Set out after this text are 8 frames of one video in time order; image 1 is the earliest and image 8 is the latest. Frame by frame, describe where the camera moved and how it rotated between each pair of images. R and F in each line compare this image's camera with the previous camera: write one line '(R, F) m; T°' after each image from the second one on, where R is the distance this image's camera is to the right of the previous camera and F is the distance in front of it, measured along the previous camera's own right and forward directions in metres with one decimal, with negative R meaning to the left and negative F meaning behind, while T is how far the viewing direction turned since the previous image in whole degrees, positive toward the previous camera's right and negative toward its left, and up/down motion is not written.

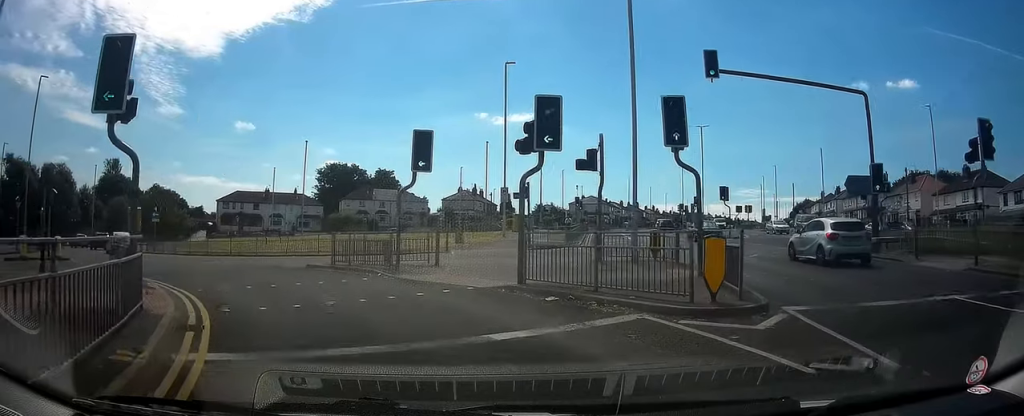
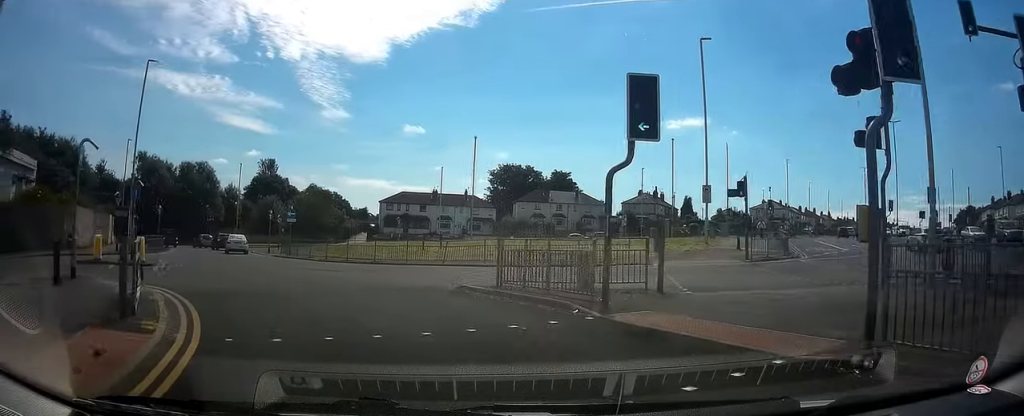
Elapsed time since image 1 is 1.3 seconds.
(0.0, +7.1) m; 0°
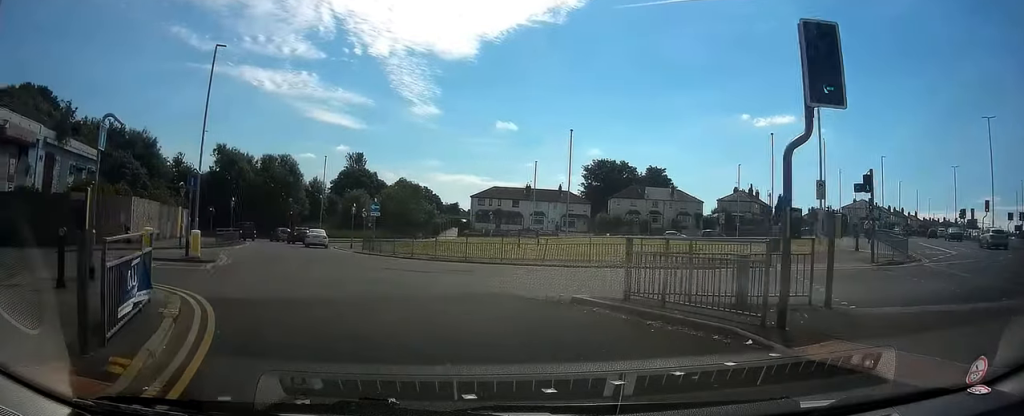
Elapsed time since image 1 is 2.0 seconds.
(0.0, +2.7) m; -2°
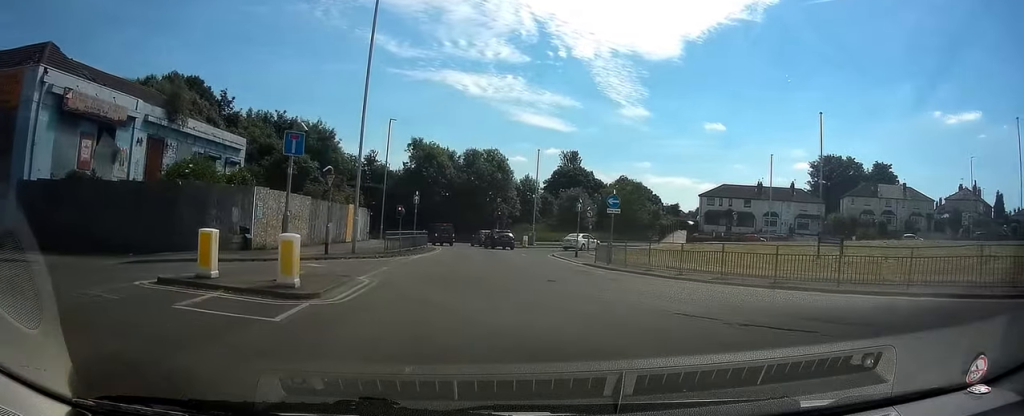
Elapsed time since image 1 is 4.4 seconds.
(-3.1, +7.8) m; -52°
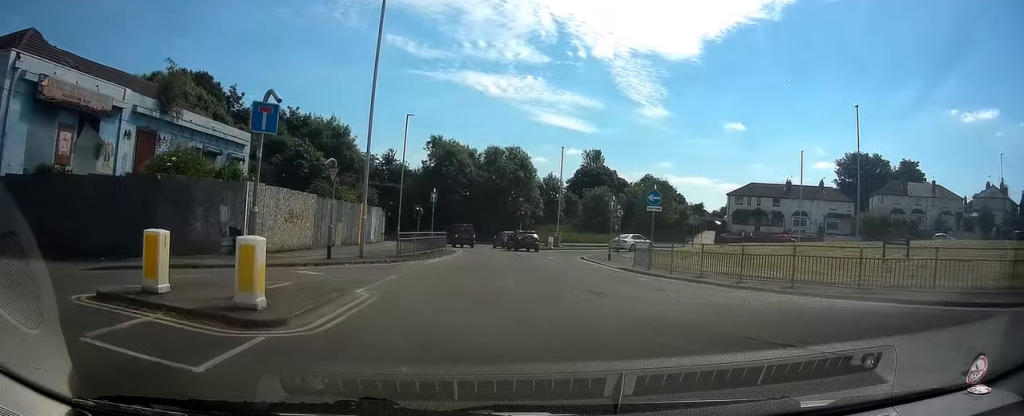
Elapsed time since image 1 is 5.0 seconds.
(-0.2, +2.5) m; -3°
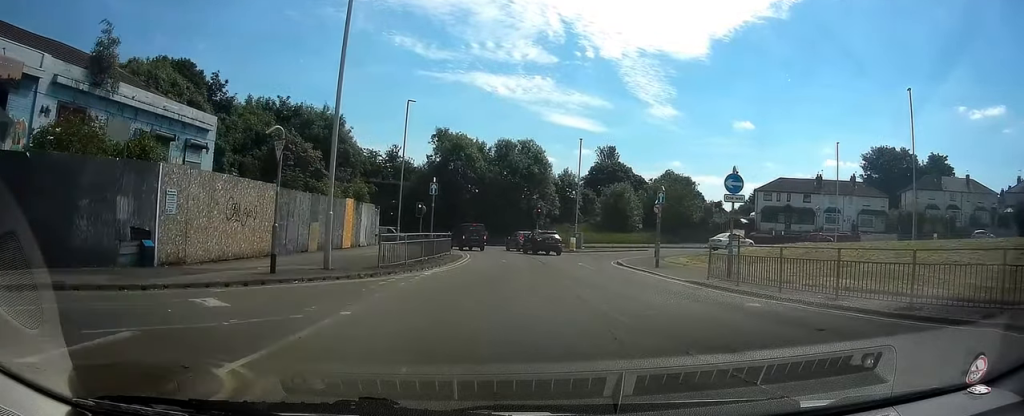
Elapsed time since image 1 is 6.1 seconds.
(-0.2, +5.6) m; -2°
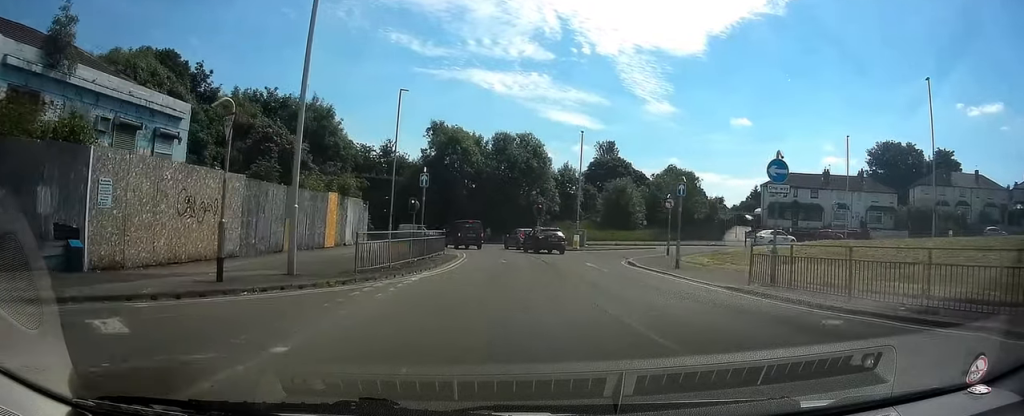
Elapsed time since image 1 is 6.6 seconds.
(0.0, +2.4) m; 0°
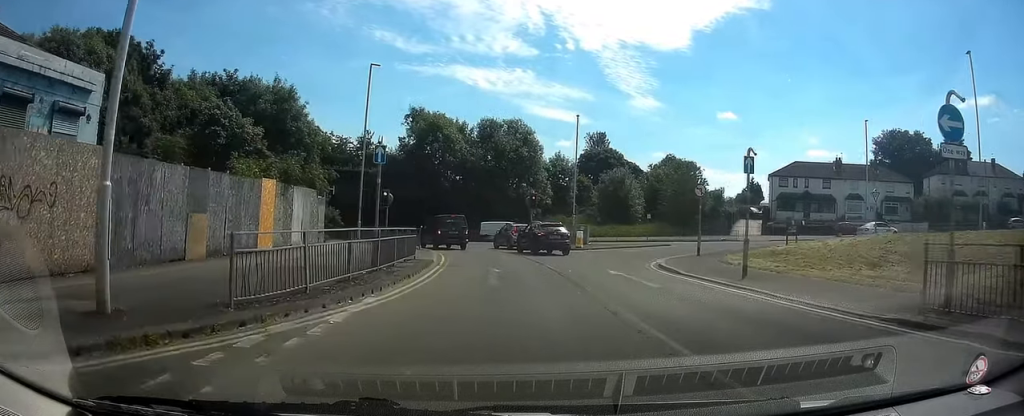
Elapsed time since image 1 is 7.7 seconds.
(+0.1, +5.8) m; +3°
